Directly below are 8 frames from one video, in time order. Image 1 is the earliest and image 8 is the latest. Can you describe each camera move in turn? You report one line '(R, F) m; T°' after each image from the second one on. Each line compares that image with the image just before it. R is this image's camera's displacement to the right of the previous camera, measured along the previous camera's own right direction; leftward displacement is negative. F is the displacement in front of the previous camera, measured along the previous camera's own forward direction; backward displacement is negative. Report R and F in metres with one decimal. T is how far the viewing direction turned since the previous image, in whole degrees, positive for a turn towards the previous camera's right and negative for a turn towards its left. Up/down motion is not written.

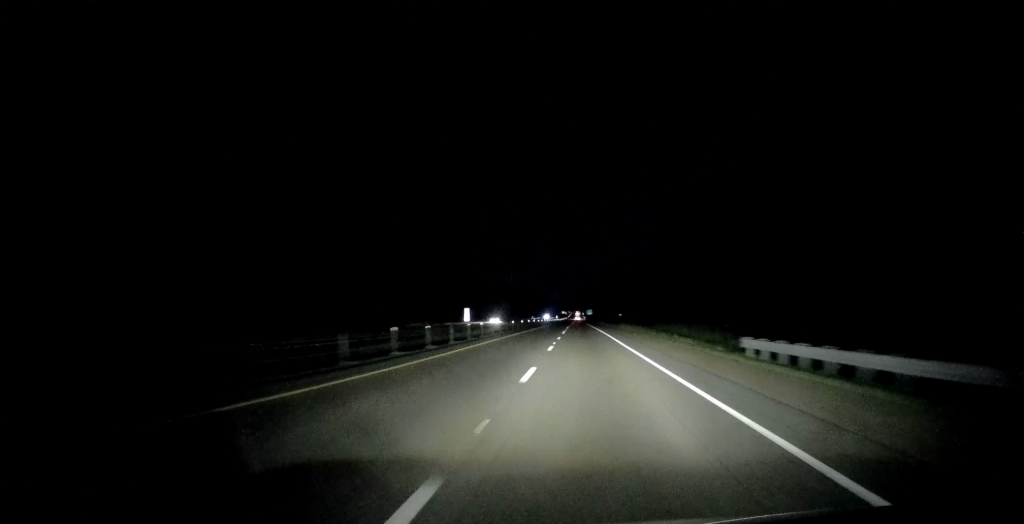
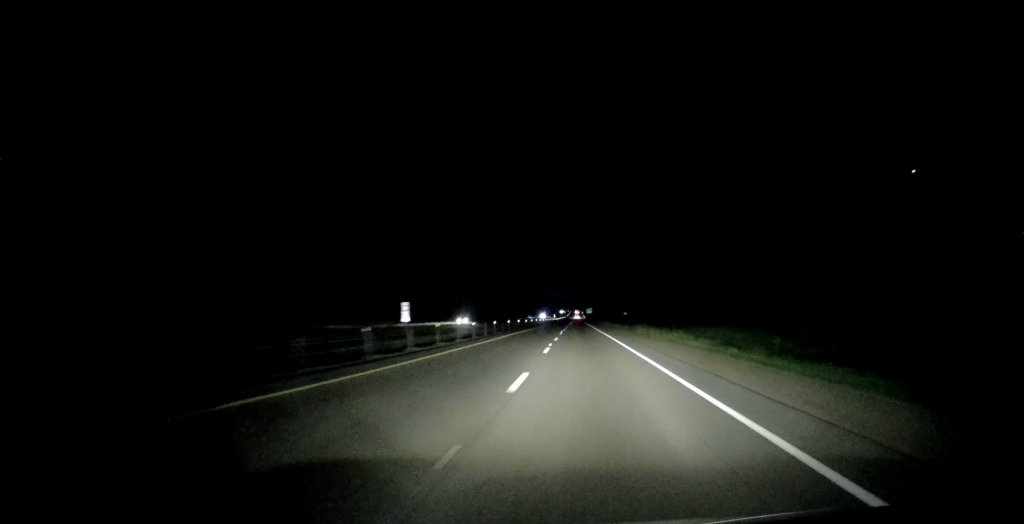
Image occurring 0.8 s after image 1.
(+0.5, +26.4) m; 0°
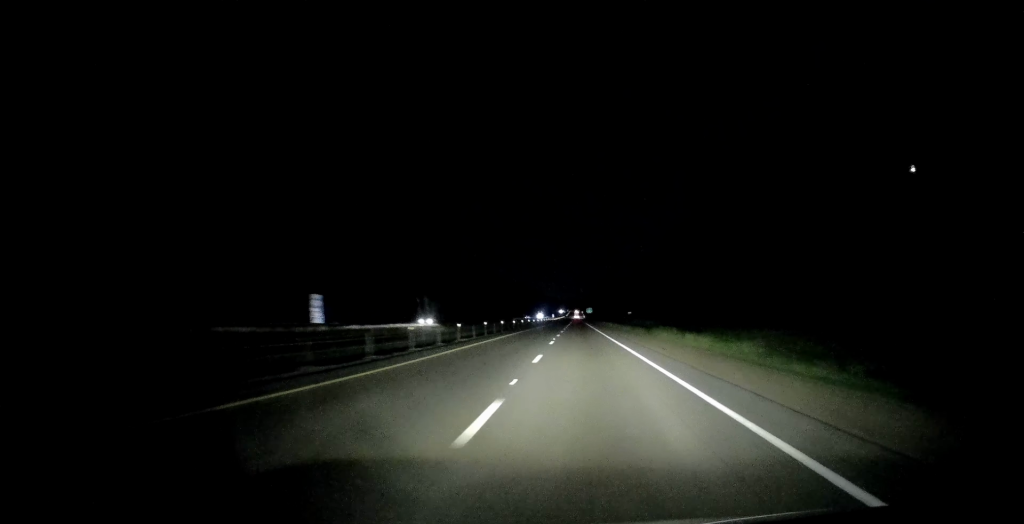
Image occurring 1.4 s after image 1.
(-0.2, +16.8) m; 0°
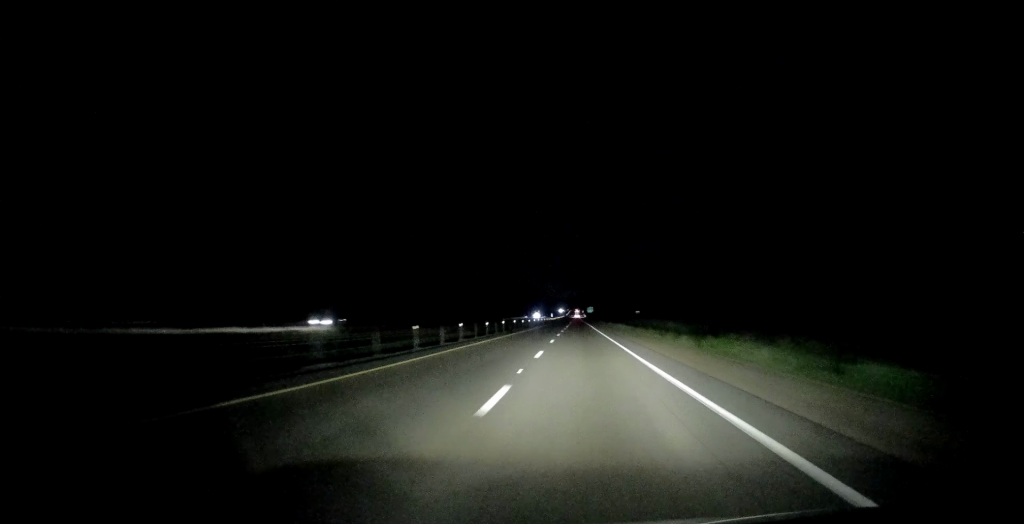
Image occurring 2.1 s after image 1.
(-0.3, +22.1) m; 0°
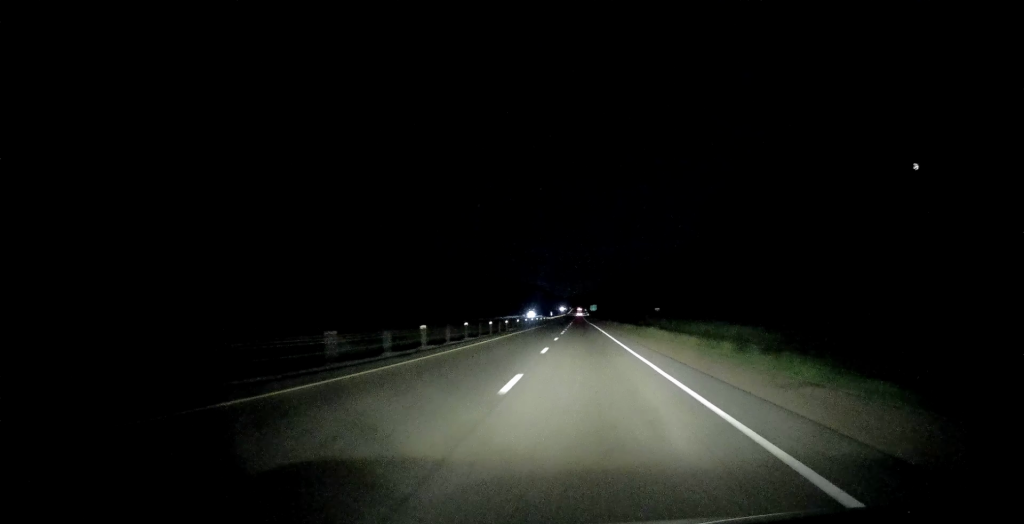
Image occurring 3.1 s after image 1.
(+0.3, +33.5) m; +1°
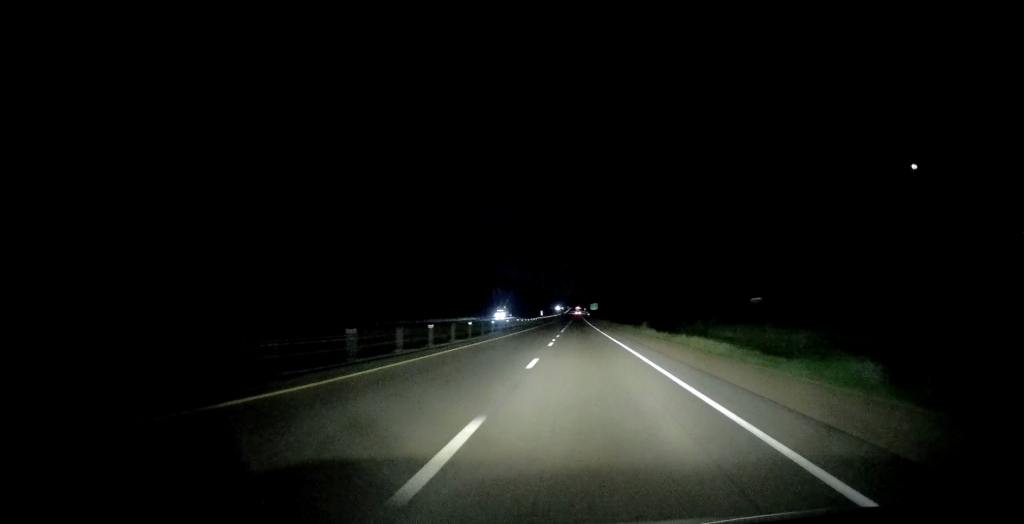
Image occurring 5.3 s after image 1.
(-0.6, +67.5) m; -1°
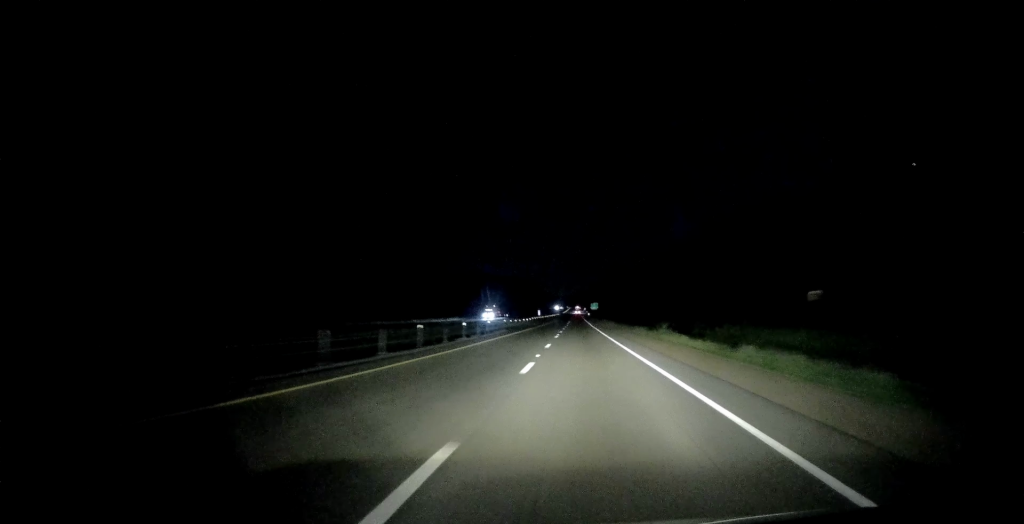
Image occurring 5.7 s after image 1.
(-0.1, +13.7) m; 0°
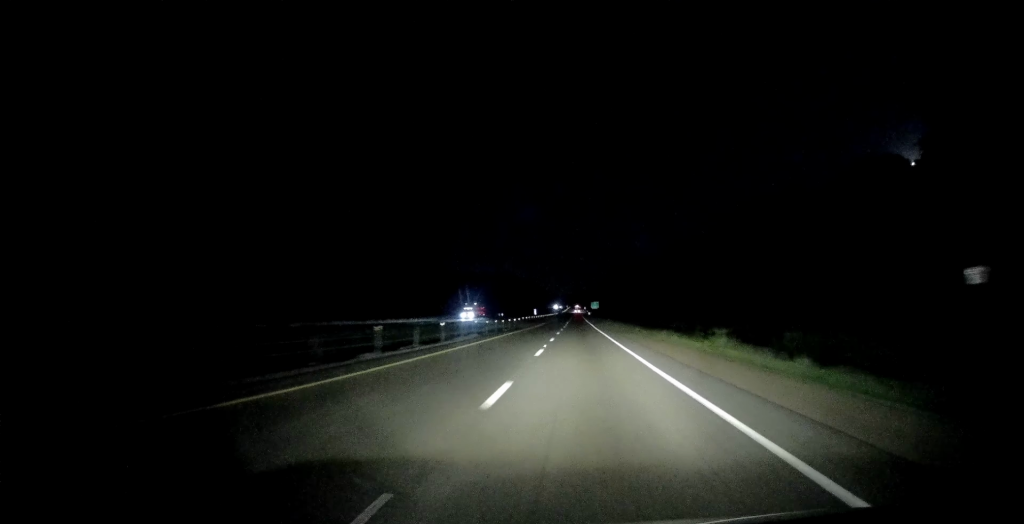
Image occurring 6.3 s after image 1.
(0.0, +17.9) m; 0°
